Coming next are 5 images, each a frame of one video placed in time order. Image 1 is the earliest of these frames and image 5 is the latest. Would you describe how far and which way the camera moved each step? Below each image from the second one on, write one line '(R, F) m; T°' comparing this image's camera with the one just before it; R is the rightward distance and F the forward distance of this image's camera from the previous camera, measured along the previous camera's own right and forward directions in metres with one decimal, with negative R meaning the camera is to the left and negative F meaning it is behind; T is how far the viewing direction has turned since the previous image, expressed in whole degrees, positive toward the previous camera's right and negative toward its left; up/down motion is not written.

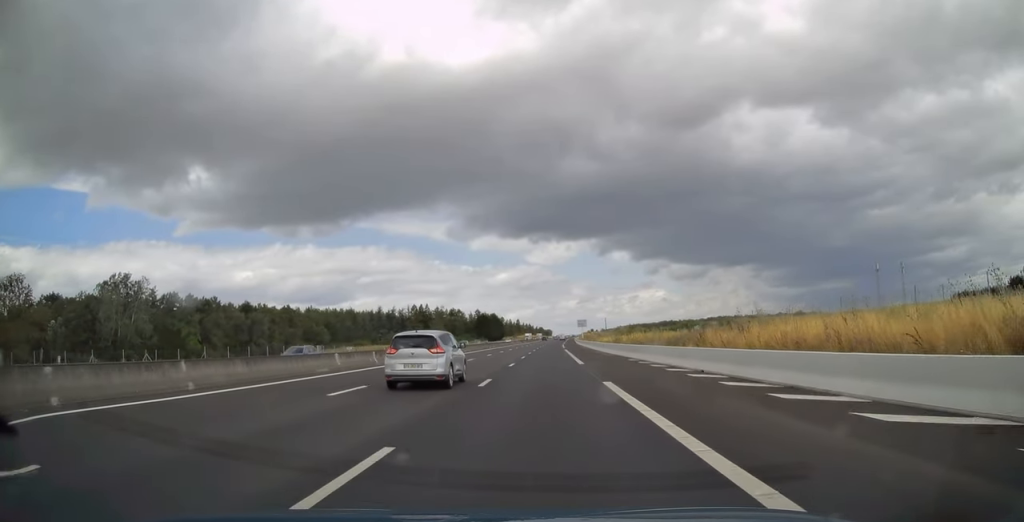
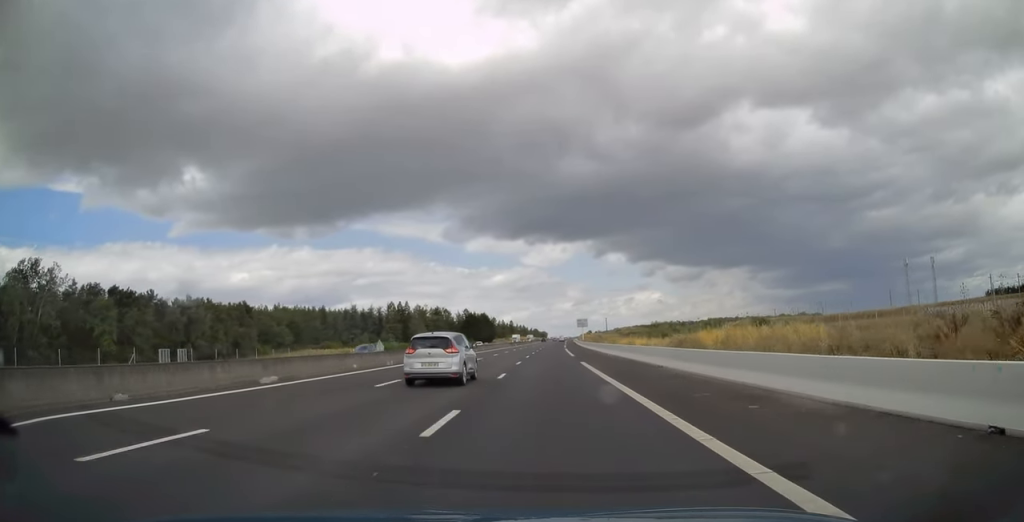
(+0.1, +35.6) m; 0°
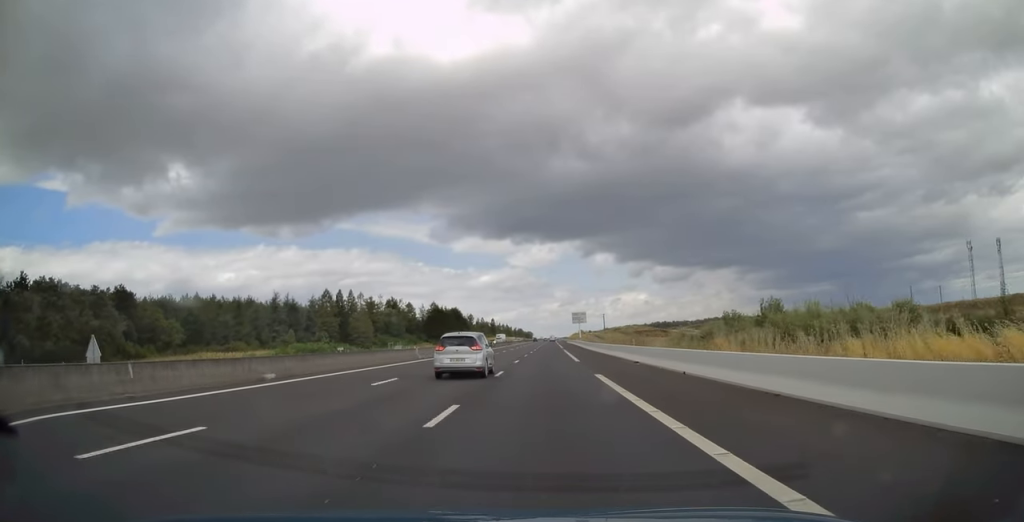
(+0.7, +65.1) m; +1°
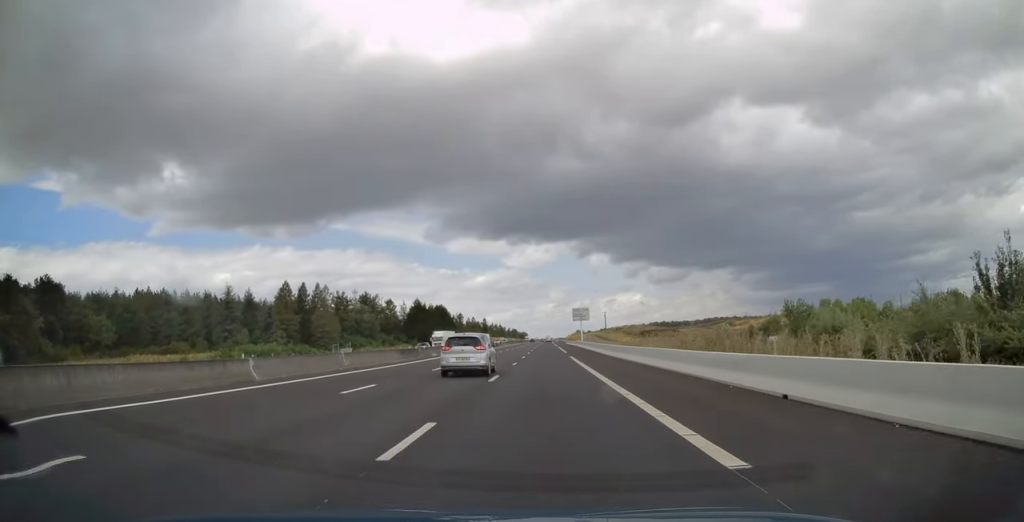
(+0.1, +29.0) m; +1°
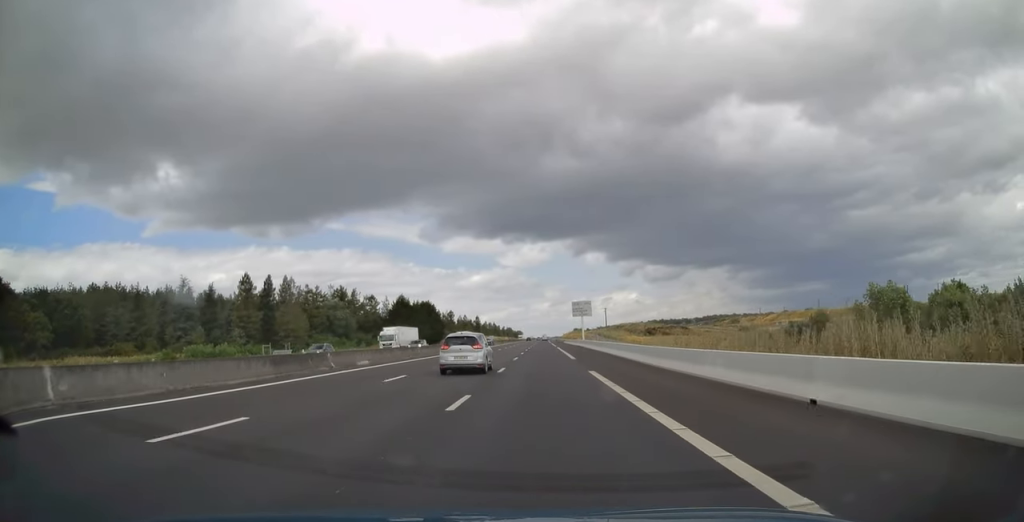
(0.0, +21.5) m; 0°
